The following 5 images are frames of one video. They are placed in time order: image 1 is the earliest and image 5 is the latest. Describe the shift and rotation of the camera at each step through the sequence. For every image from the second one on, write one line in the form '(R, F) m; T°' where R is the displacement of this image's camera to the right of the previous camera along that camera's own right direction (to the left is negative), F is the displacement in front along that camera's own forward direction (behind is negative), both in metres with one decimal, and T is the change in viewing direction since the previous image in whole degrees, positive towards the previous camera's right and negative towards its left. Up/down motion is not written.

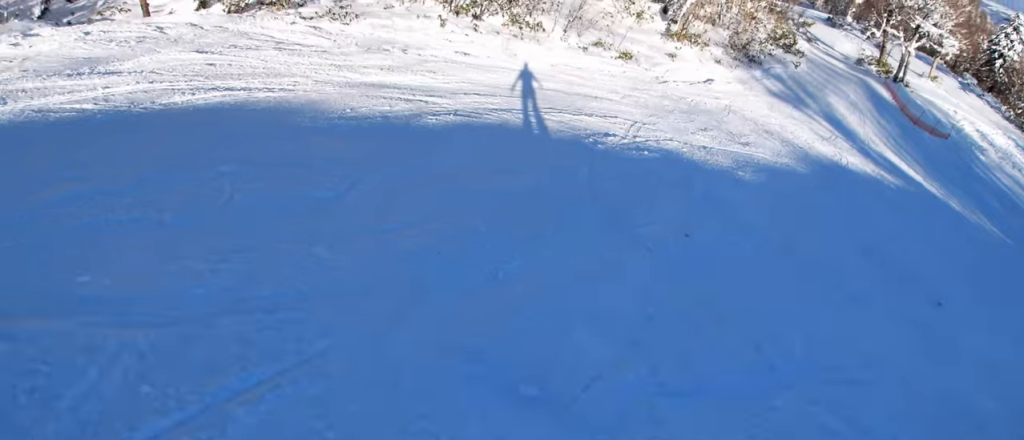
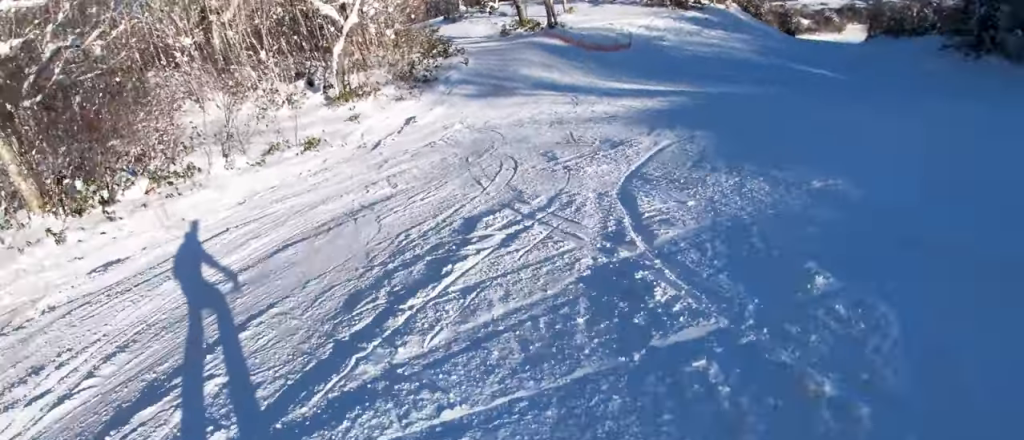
(-0.3, +8.2) m; +27°
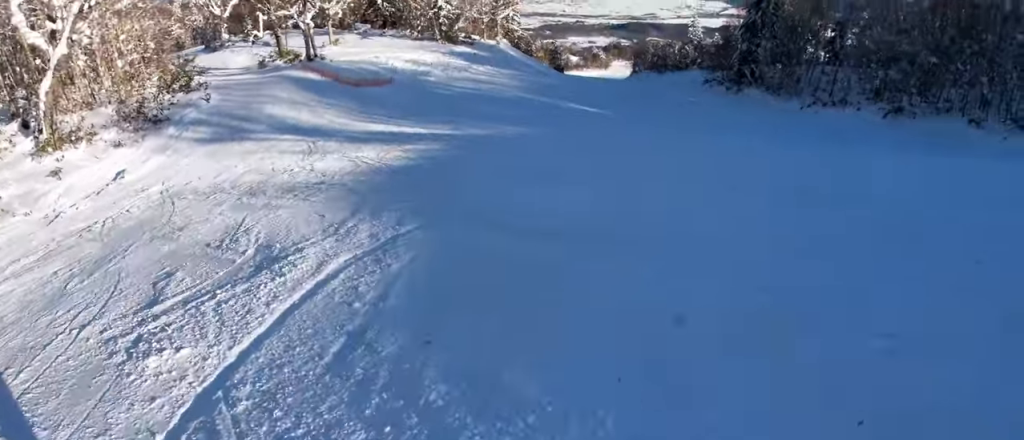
(+2.5, +4.0) m; +48°
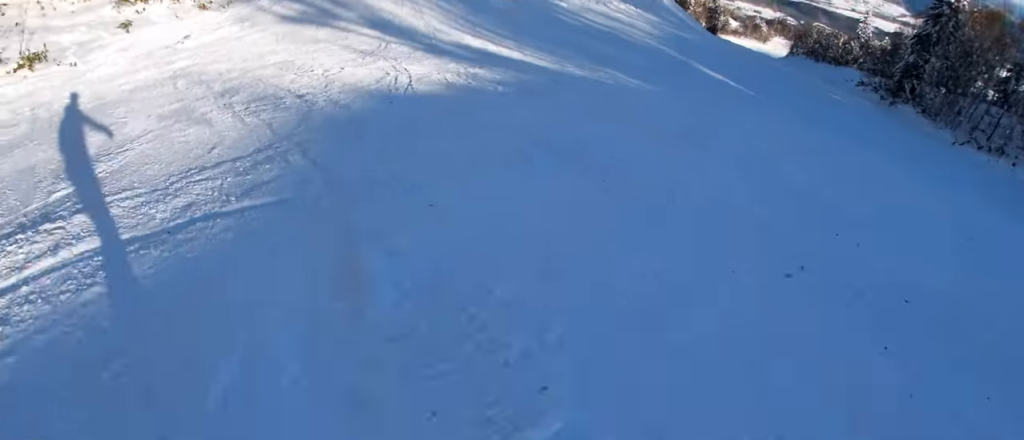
(+1.2, +3.3) m; -5°
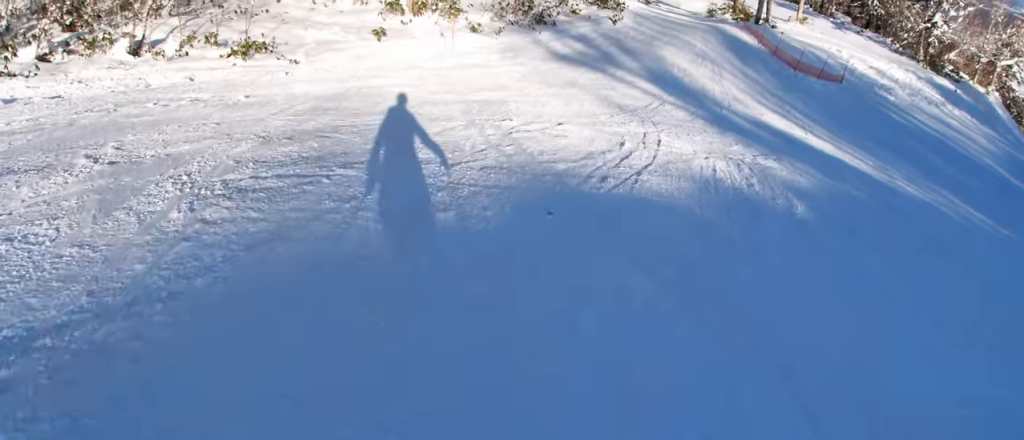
(-3.2, +5.2) m; -44°
